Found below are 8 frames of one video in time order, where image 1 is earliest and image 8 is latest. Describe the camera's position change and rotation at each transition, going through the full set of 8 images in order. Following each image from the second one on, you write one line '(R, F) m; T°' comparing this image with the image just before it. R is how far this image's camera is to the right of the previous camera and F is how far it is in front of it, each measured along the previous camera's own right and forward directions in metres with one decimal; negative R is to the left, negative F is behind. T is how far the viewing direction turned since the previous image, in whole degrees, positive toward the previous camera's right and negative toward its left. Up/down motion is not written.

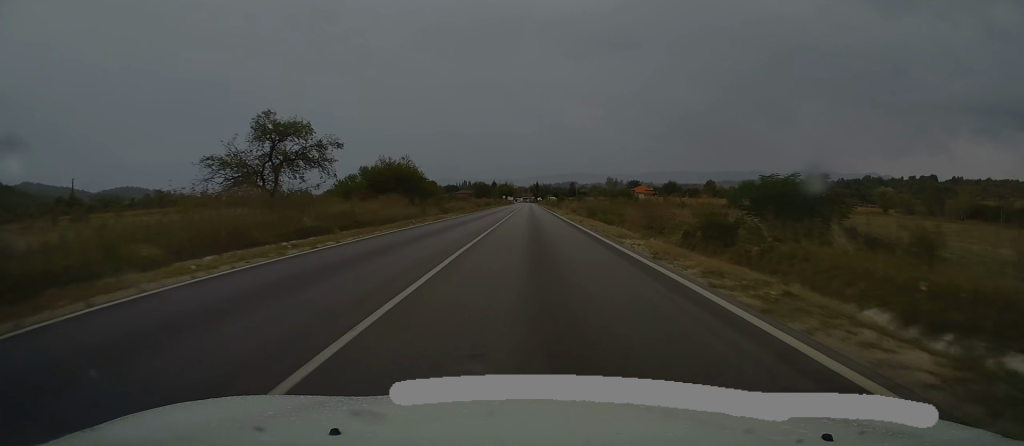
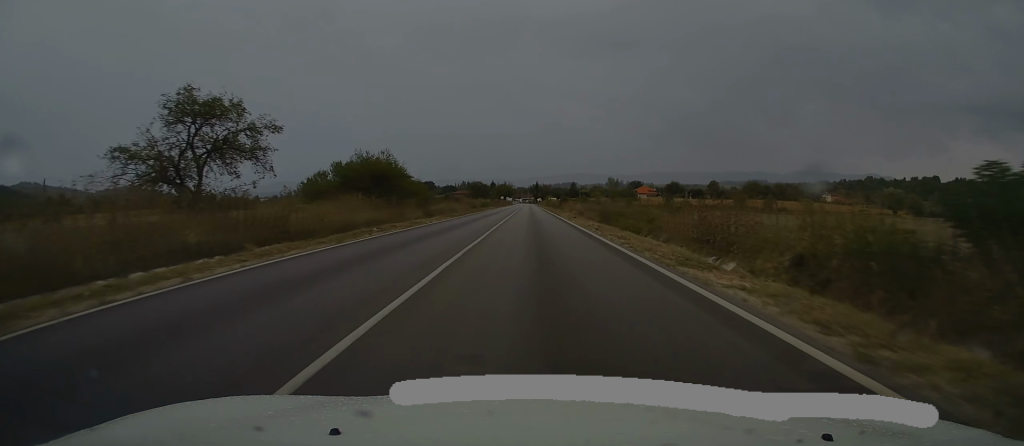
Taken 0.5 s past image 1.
(0.0, +8.6) m; 0°
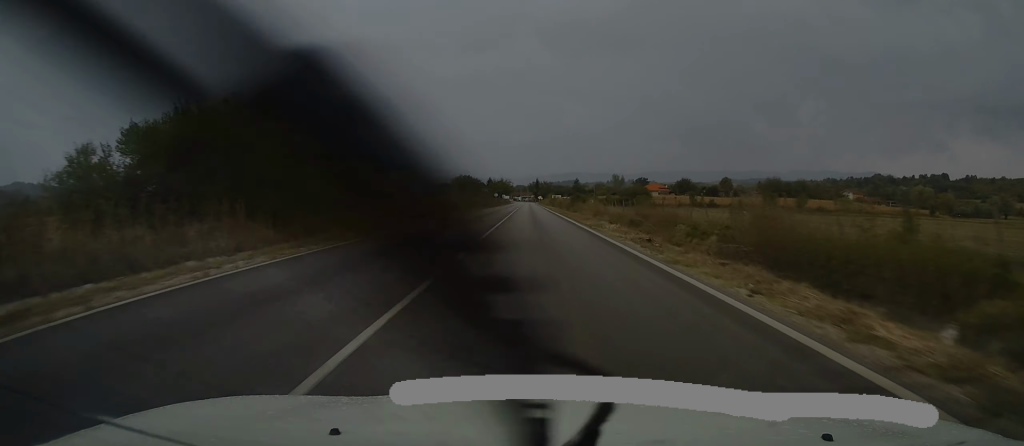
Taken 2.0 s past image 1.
(+0.1, +28.4) m; 0°
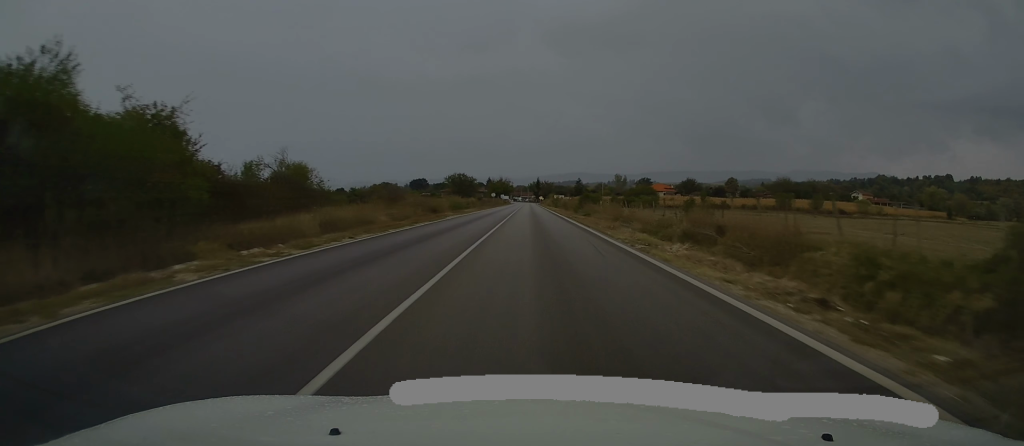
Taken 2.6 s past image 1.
(0.0, +11.1) m; 0°
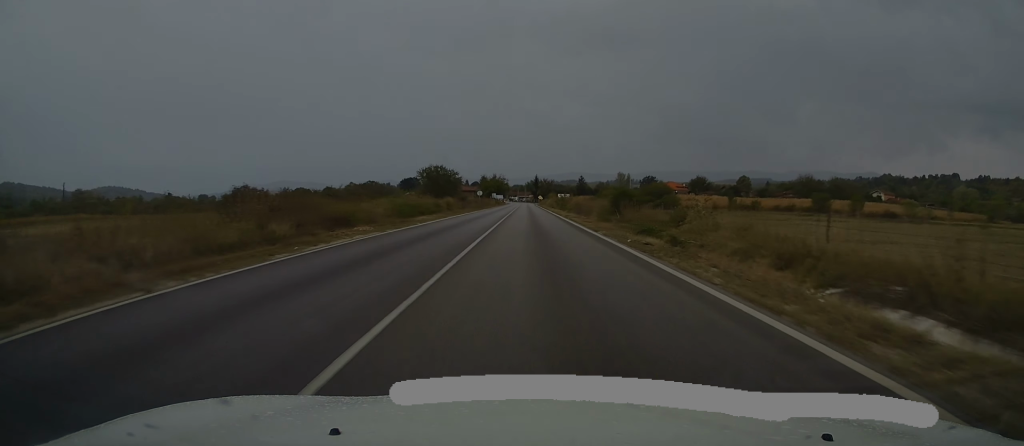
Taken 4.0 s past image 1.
(+0.2, +26.5) m; 0°
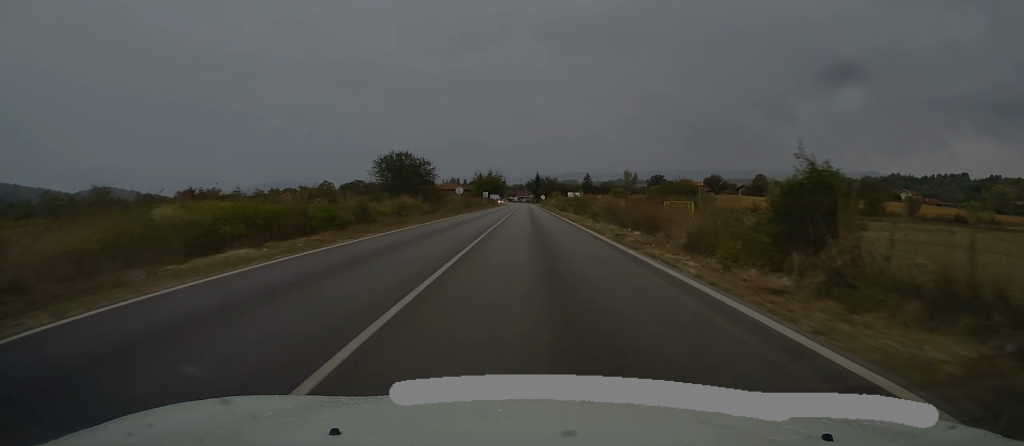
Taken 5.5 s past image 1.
(-0.2, +26.2) m; -1°
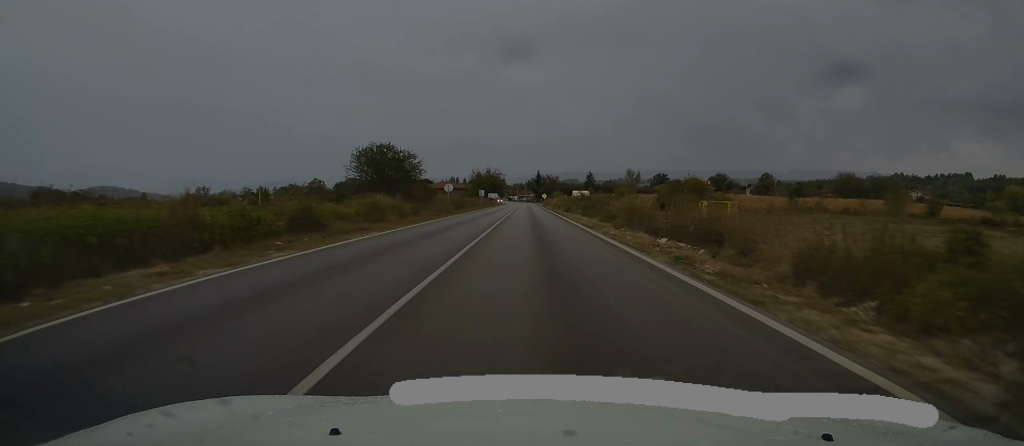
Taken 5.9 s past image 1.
(0.0, +8.5) m; 0°
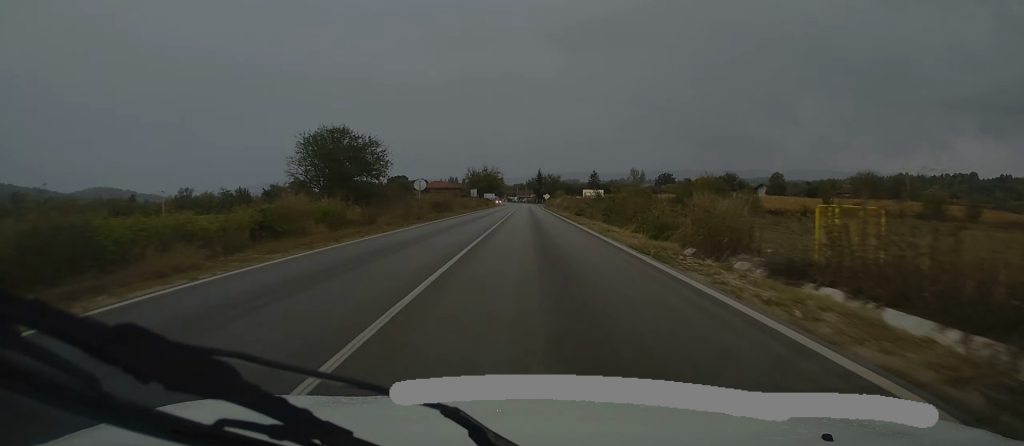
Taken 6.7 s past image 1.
(0.0, +13.9) m; 0°
